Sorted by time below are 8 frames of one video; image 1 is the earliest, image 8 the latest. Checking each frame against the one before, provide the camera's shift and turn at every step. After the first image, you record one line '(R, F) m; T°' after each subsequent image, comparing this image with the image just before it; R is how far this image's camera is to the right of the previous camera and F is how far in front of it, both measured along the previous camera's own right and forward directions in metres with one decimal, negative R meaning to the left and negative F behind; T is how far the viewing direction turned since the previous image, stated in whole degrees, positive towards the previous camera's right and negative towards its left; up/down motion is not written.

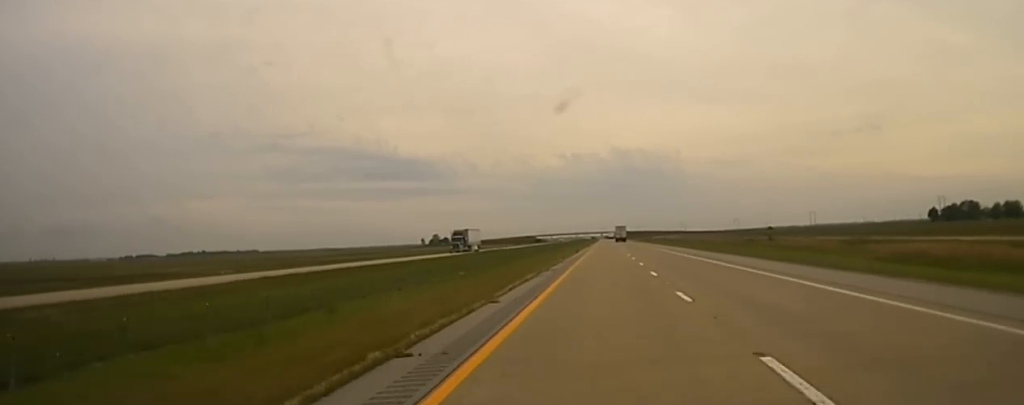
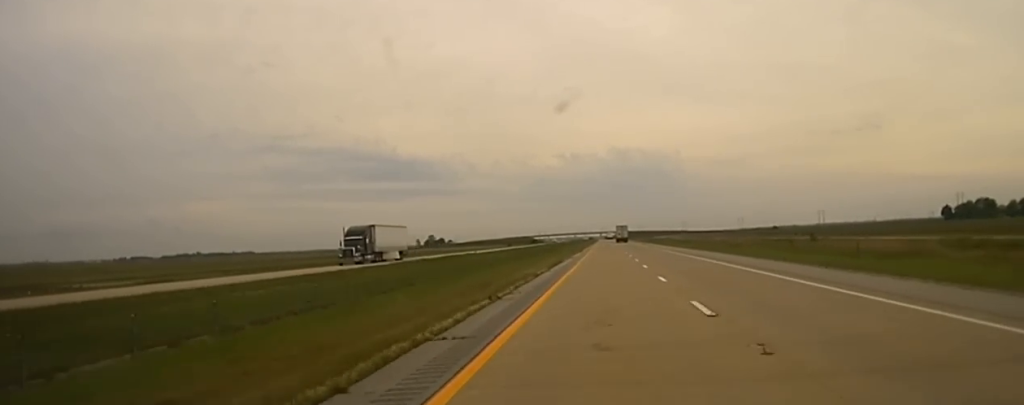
(0.0, +45.4) m; 0°
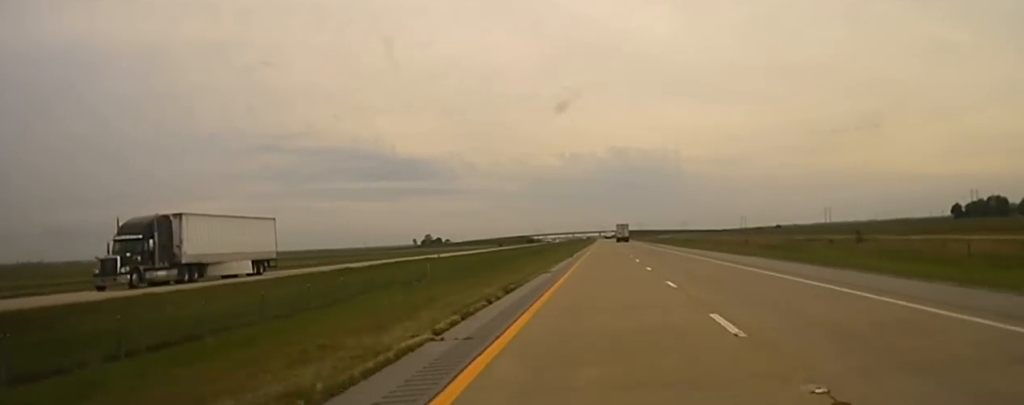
(+0.1, +34.3) m; 0°
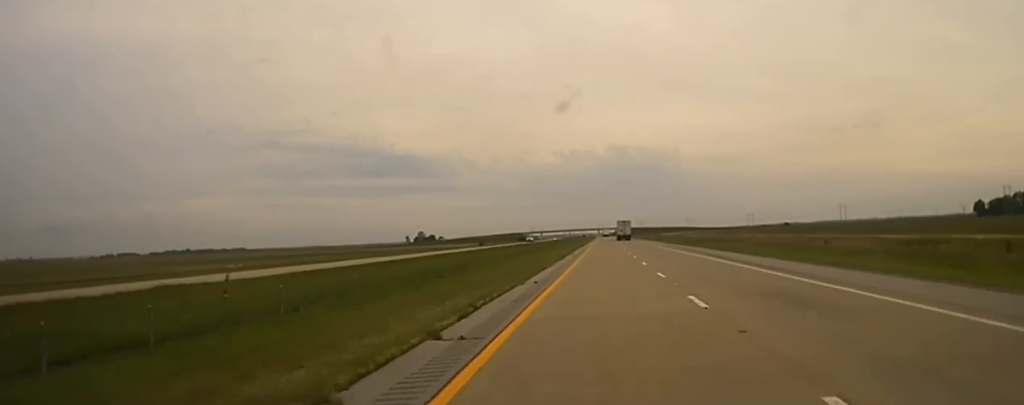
(0.0, +66.3) m; 0°
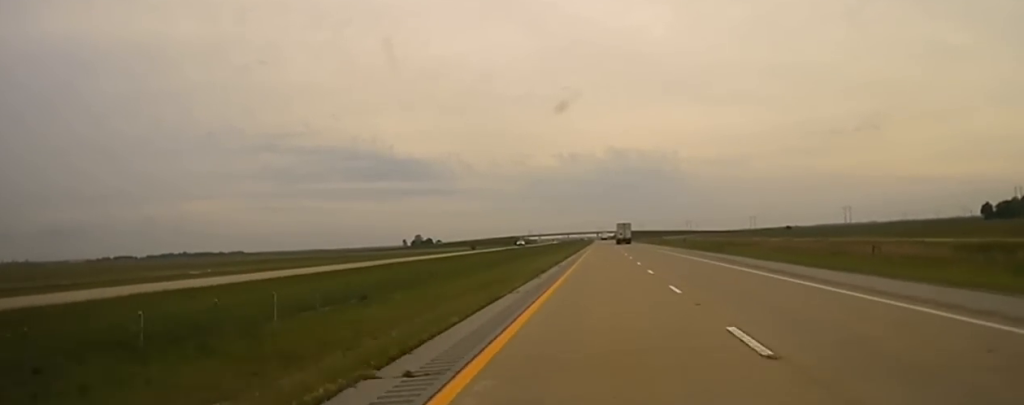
(+0.1, +21.8) m; 0°
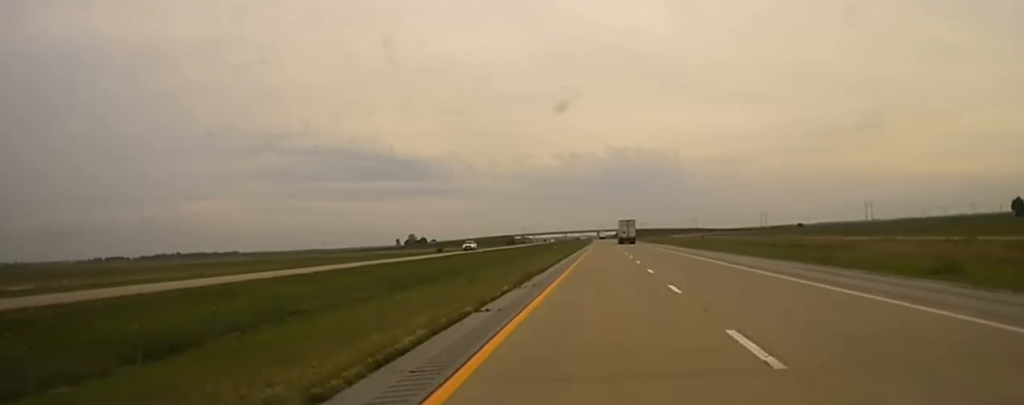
(+0.2, +62.1) m; 0°
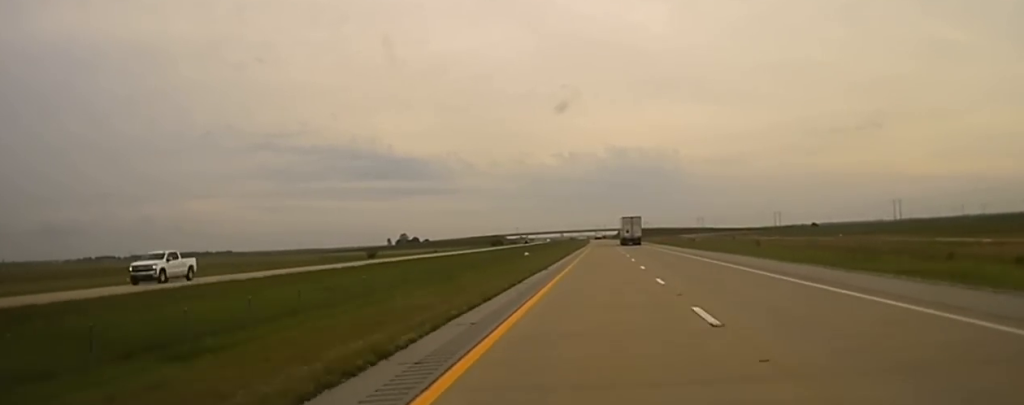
(-0.4, +59.6) m; 0°
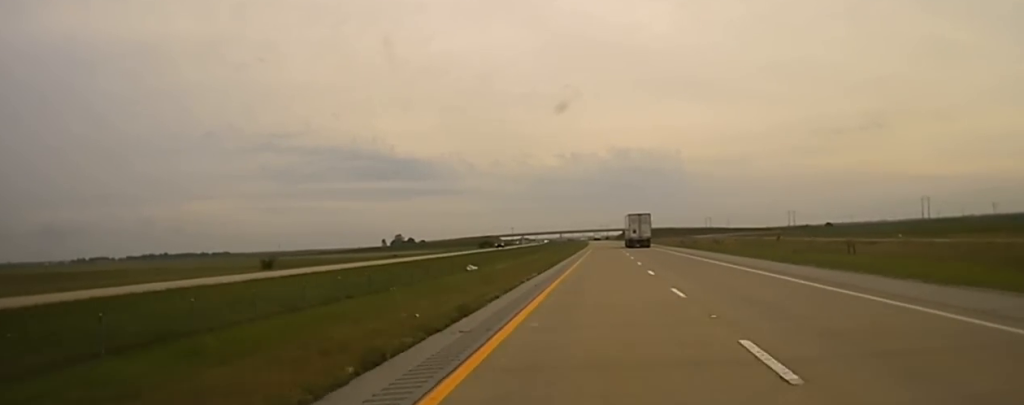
(+0.2, +52.2) m; 0°
